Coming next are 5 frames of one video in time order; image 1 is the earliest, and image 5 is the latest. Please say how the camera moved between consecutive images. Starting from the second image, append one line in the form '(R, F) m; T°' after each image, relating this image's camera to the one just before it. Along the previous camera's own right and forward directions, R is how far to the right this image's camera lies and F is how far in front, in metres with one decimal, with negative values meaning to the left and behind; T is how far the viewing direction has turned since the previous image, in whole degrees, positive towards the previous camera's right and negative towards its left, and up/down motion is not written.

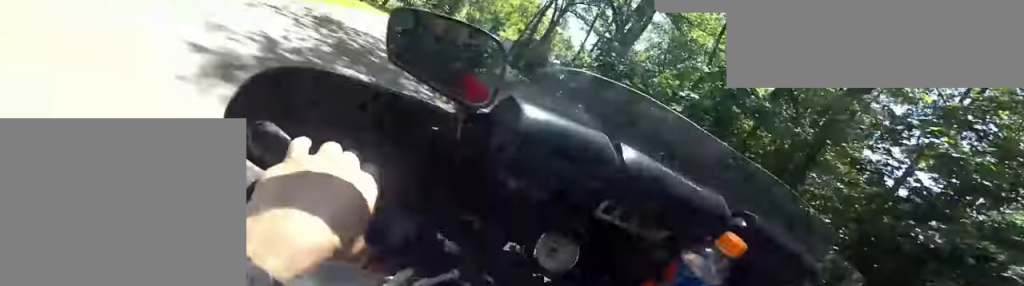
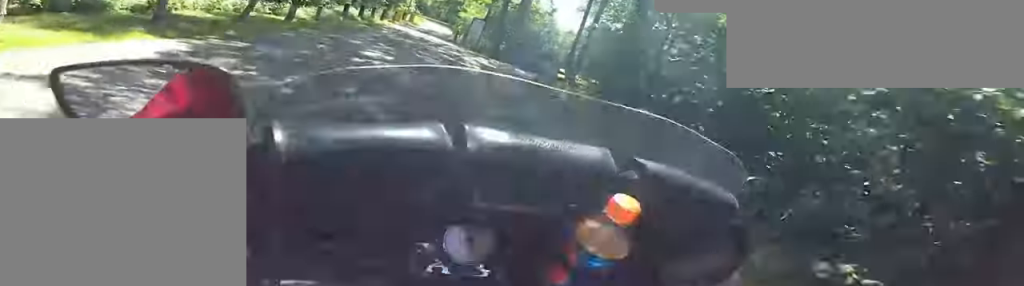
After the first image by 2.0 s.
(-0.4, +8.7) m; -2°
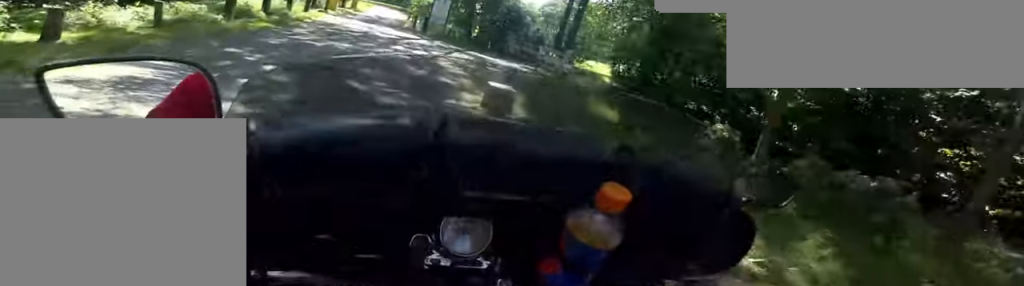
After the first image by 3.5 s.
(+0.3, +4.4) m; -2°
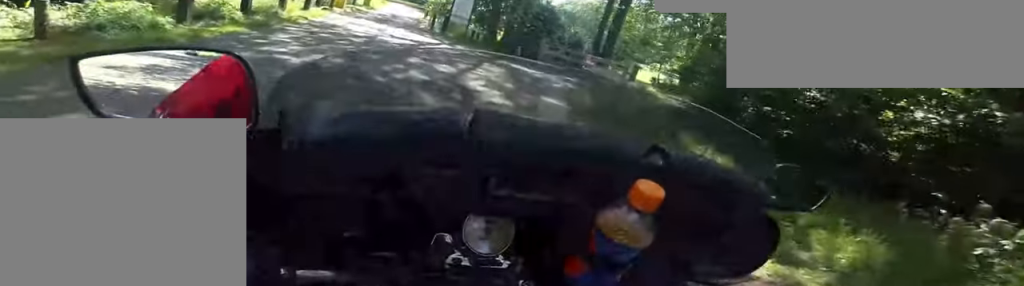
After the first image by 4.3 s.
(-0.1, +2.0) m; 0°
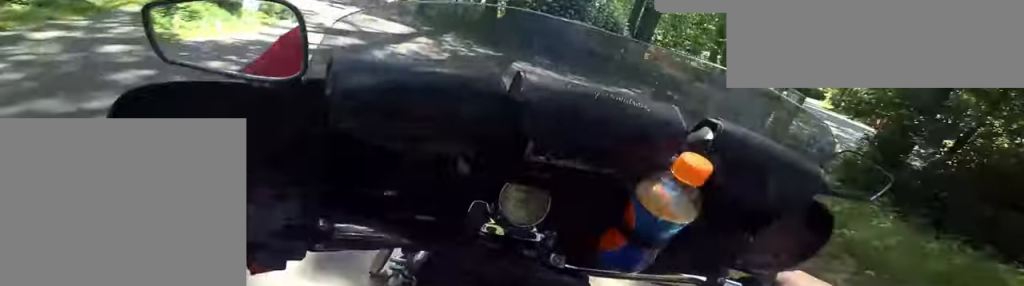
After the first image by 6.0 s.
(+0.3, +4.2) m; +8°
